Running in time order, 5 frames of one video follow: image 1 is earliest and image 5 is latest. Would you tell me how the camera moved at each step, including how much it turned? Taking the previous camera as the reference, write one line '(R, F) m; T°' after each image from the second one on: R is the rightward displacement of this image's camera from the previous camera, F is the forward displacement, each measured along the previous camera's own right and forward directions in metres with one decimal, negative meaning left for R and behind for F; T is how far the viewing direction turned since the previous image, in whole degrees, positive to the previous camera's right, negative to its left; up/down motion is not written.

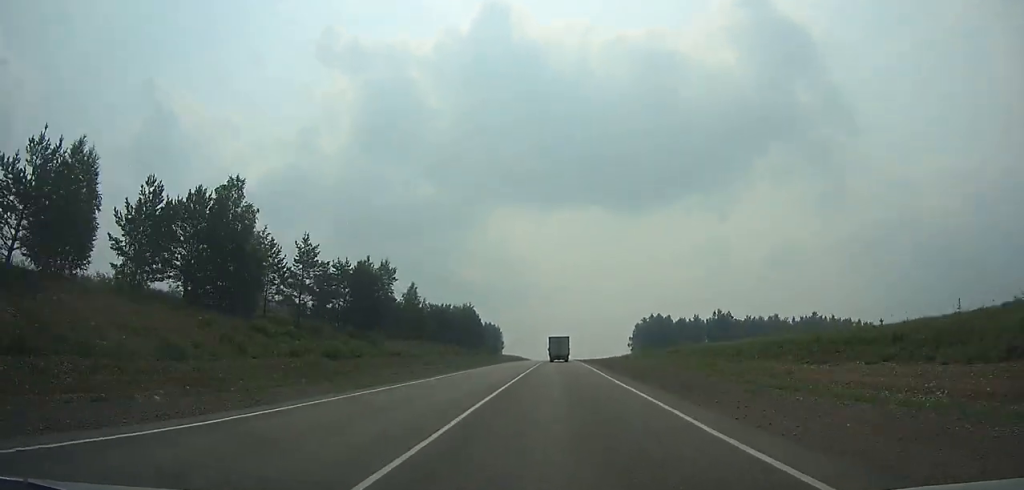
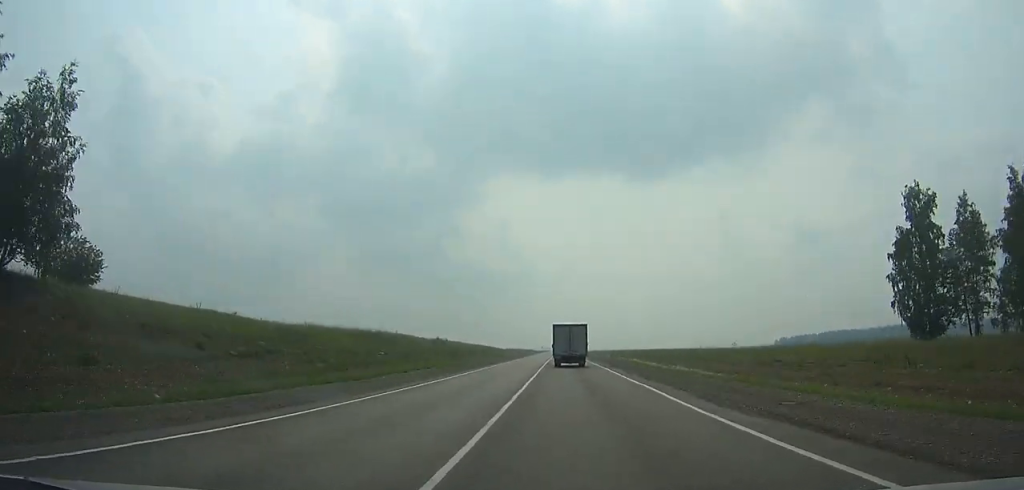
(0.0, +222.2) m; 0°
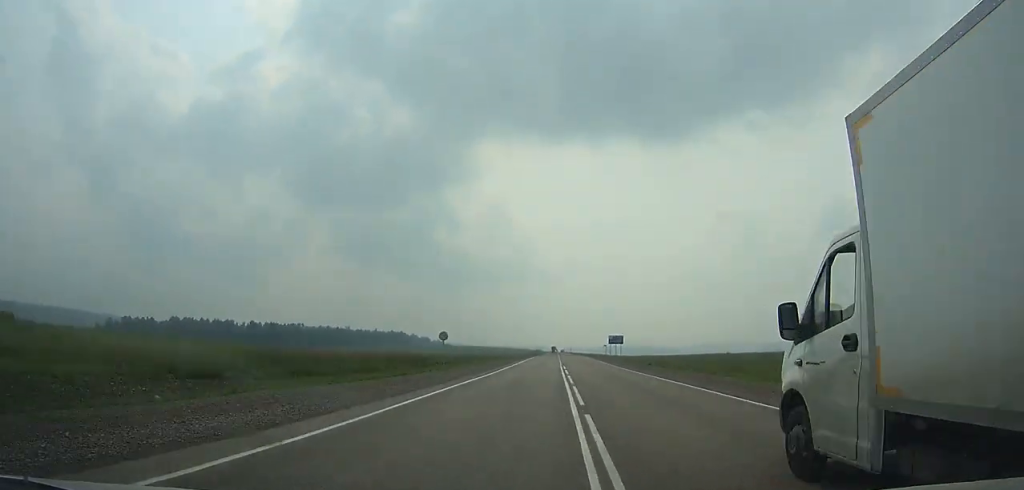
(-1.5, +285.1) m; 0°
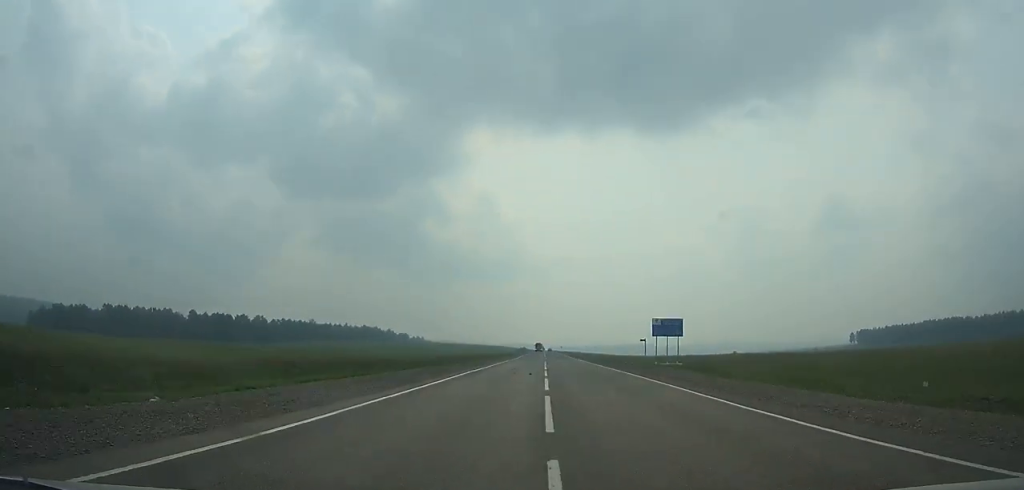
(+0.7, +59.7) m; 0°
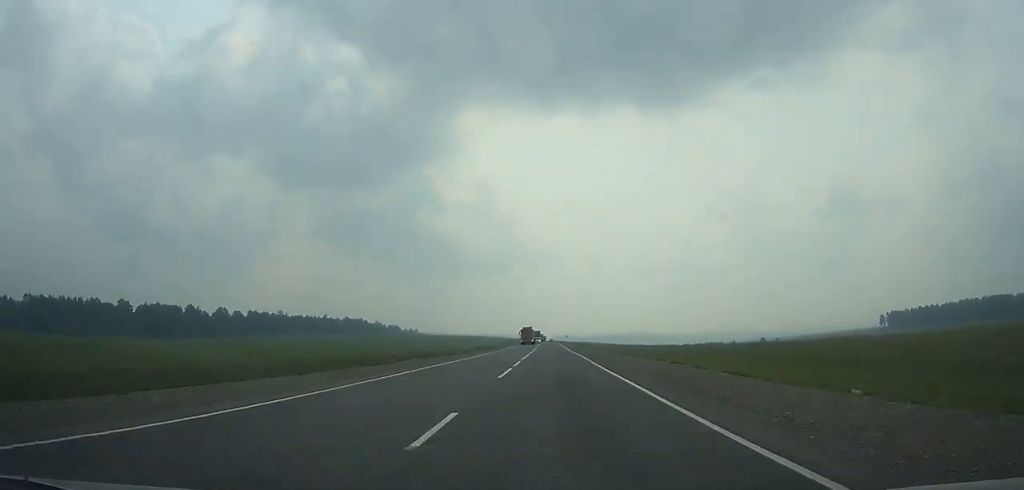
(+0.4, +69.7) m; 0°
